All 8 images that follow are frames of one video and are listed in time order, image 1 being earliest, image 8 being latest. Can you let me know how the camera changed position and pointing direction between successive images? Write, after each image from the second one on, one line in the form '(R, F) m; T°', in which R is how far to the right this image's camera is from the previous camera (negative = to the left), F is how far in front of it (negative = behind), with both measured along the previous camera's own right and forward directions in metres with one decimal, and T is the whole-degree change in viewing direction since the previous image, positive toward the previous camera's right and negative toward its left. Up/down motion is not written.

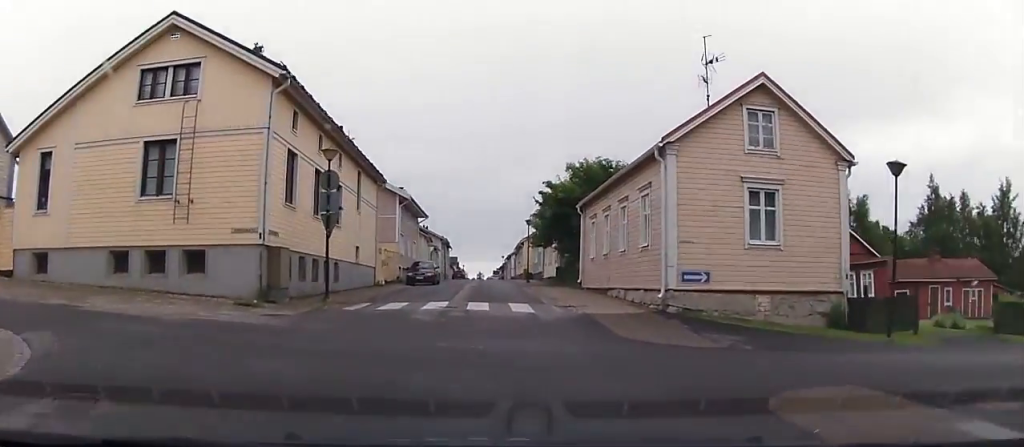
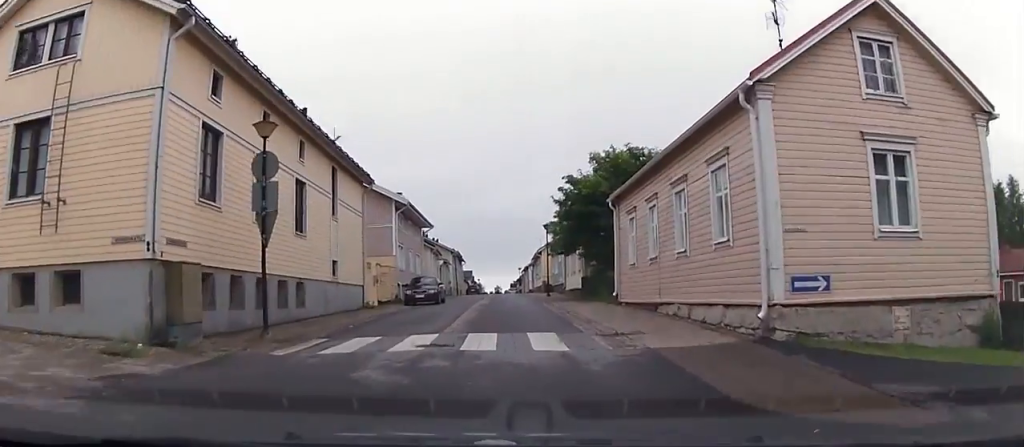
(-0.1, +10.3) m; +1°
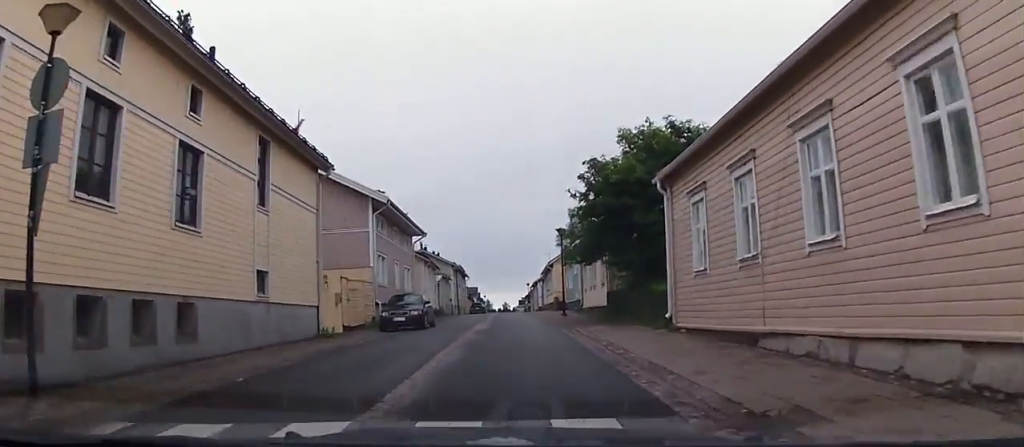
(+0.2, +9.9) m; +2°
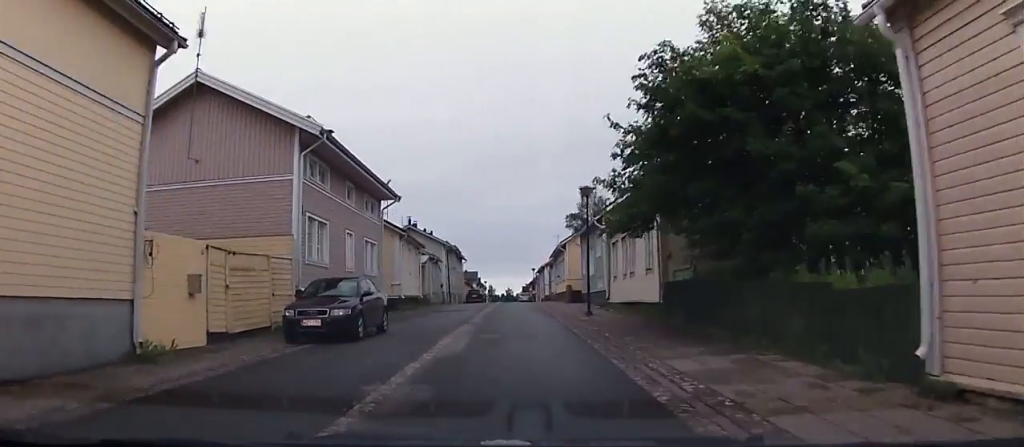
(+0.3, +11.6) m; +2°
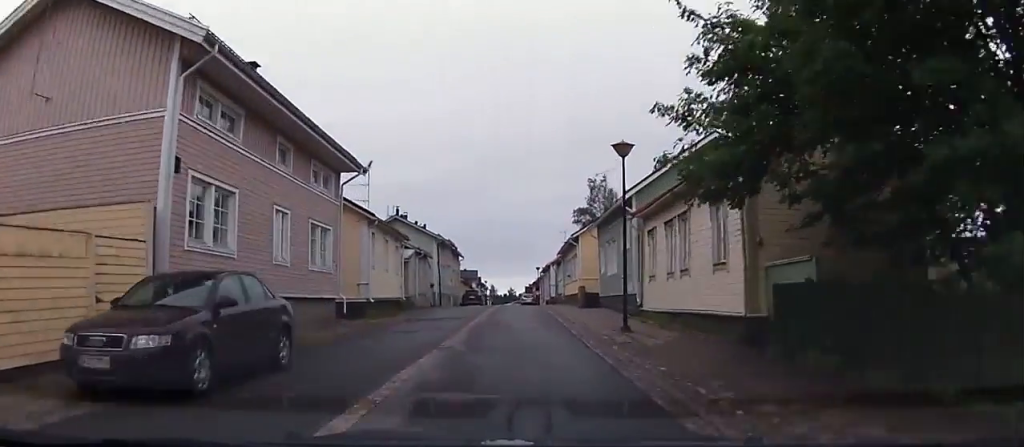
(+0.1, +7.5) m; +1°
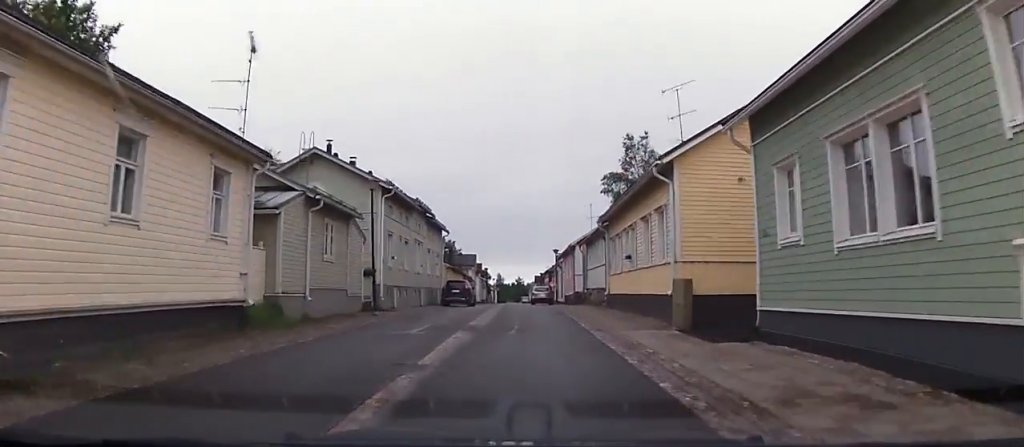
(+0.1, +20.1) m; +1°
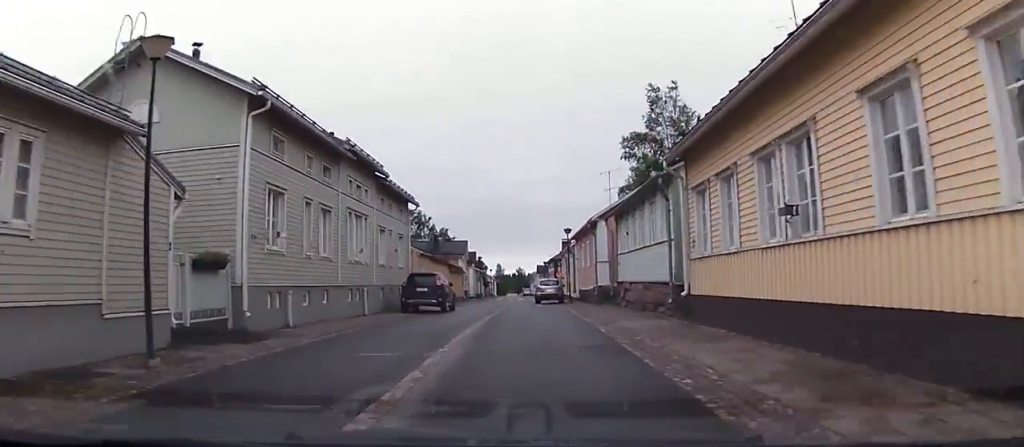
(0.0, +13.2) m; -1°
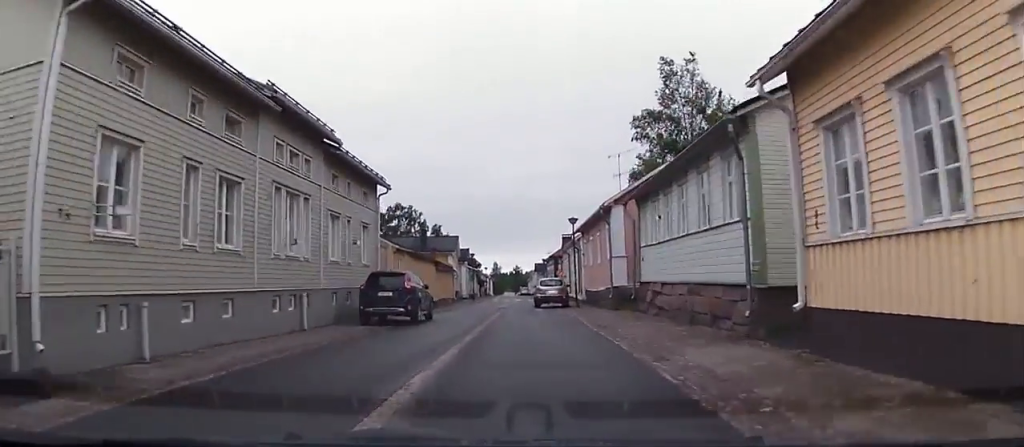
(+0.1, +6.7) m; -1°
